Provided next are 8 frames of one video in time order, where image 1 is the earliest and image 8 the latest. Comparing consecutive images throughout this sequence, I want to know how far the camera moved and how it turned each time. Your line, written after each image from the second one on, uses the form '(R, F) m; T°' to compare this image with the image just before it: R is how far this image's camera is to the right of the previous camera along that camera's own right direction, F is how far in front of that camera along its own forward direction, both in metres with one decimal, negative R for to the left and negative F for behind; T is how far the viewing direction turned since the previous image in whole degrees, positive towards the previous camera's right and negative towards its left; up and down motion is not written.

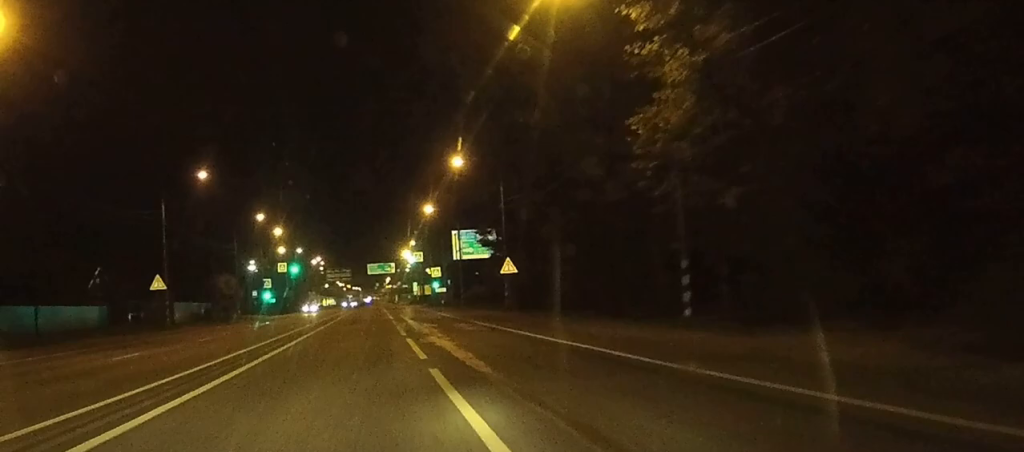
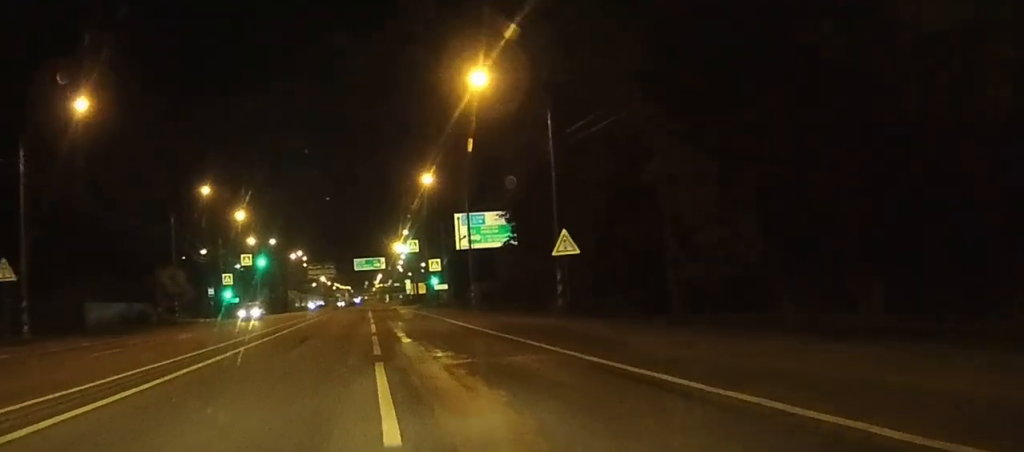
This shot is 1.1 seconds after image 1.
(+0.1, +22.6) m; 0°
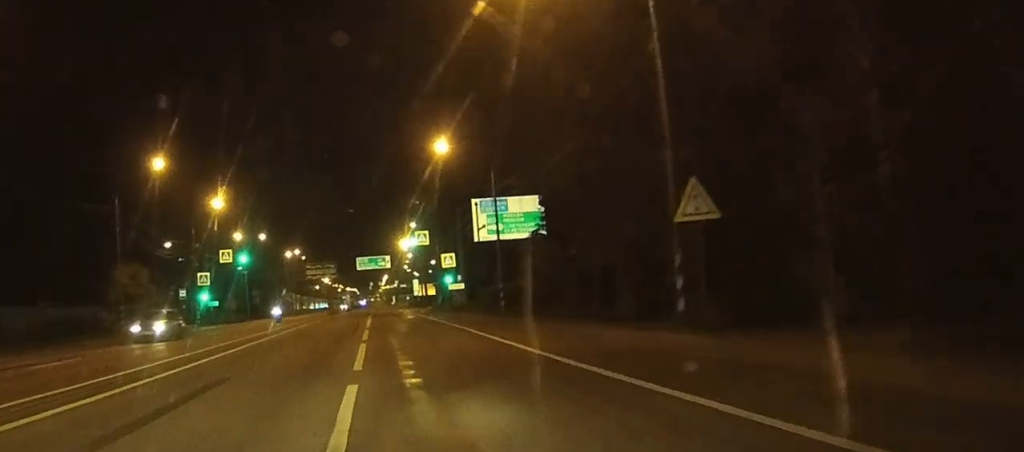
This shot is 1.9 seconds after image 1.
(0.0, +15.6) m; 0°
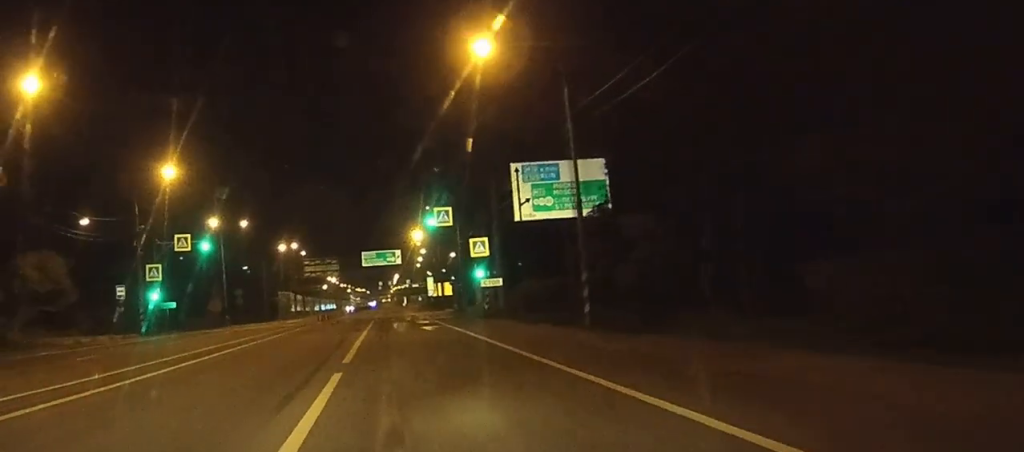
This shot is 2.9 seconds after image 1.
(0.0, +21.5) m; 0°
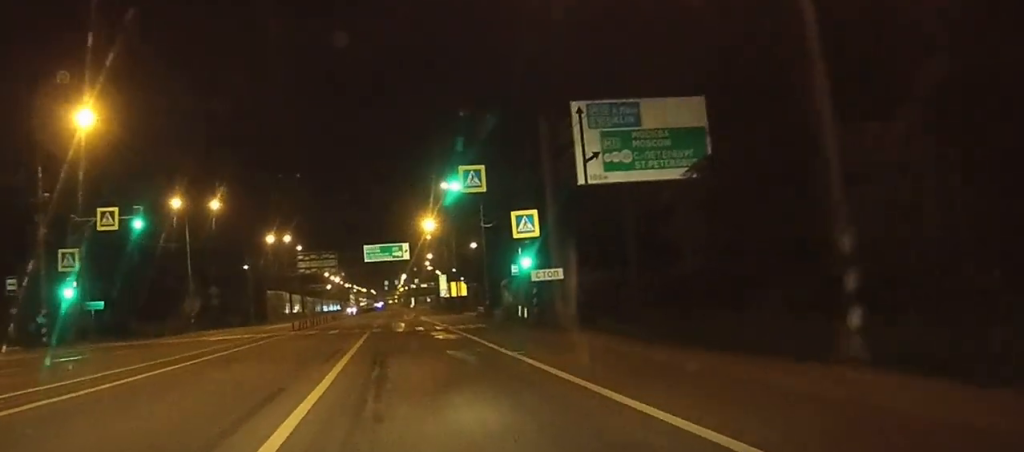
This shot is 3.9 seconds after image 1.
(0.0, +18.7) m; 0°
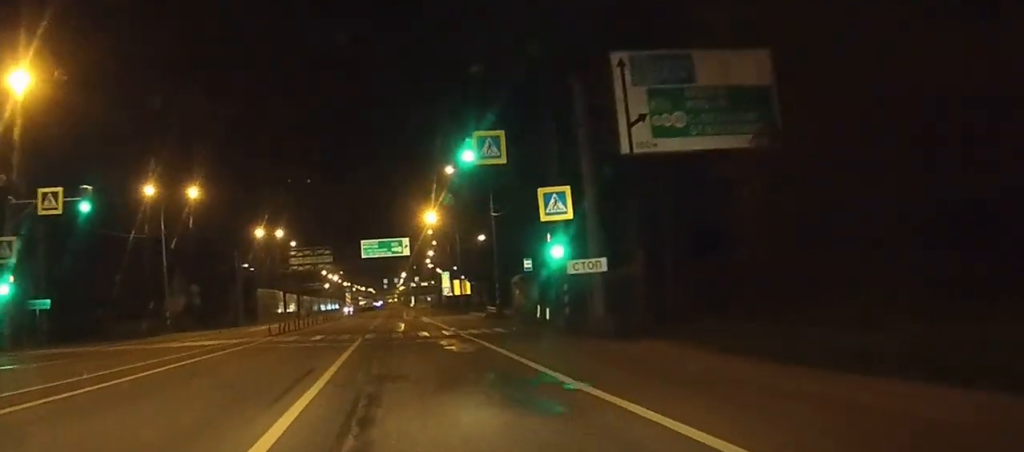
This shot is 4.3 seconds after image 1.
(0.0, +8.0) m; 0°
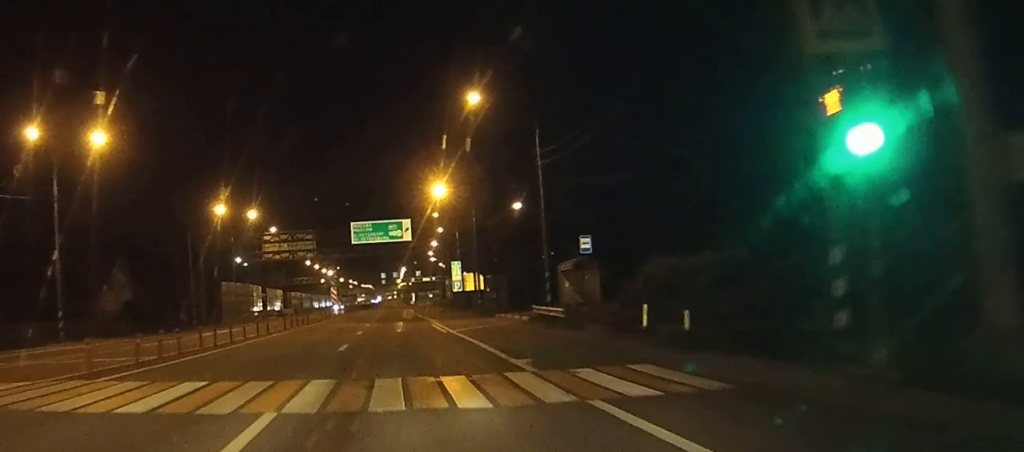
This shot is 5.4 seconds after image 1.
(0.0, +22.0) m; 0°
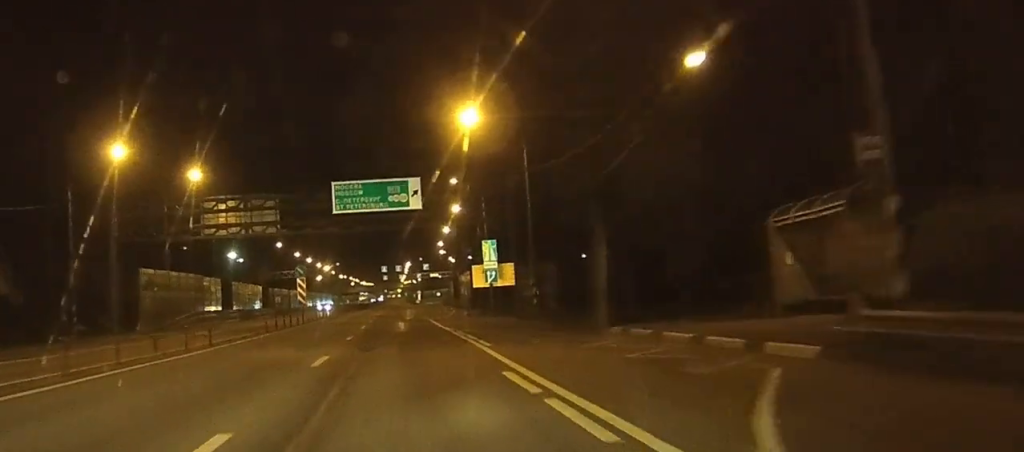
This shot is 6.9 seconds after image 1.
(+0.1, +30.2) m; 0°
